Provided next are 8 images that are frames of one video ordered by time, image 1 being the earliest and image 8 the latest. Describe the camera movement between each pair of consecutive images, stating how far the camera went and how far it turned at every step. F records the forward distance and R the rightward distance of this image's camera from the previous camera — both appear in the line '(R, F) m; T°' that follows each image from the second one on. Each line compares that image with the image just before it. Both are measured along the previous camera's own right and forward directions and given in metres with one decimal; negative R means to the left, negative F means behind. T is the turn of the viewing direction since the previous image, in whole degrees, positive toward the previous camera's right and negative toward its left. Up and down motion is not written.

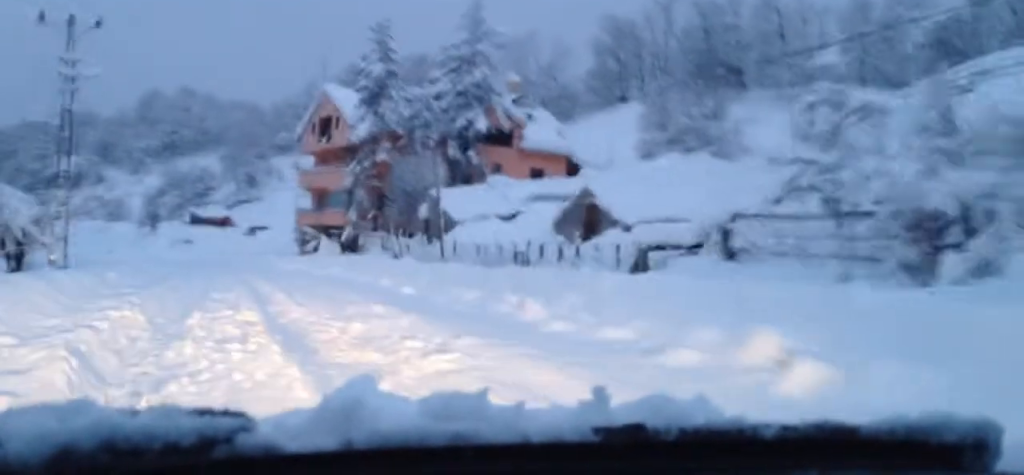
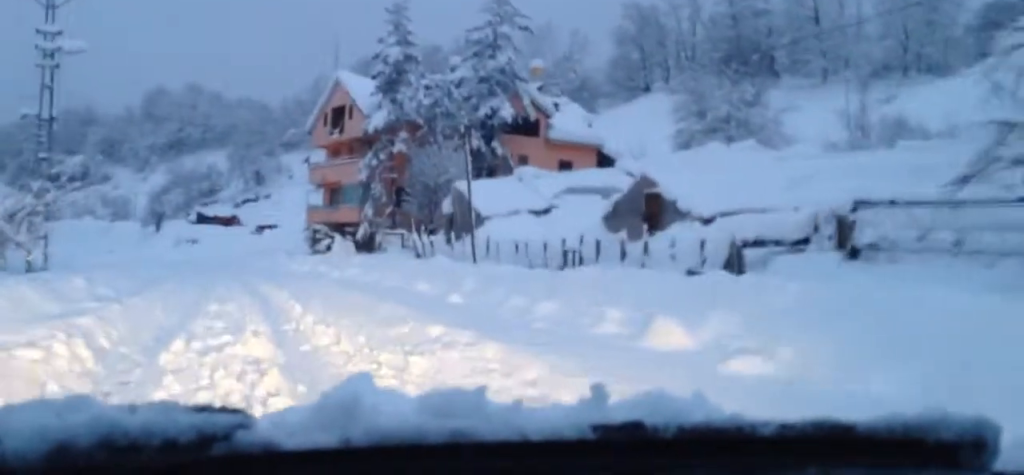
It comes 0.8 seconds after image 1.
(0.0, +5.3) m; +1°
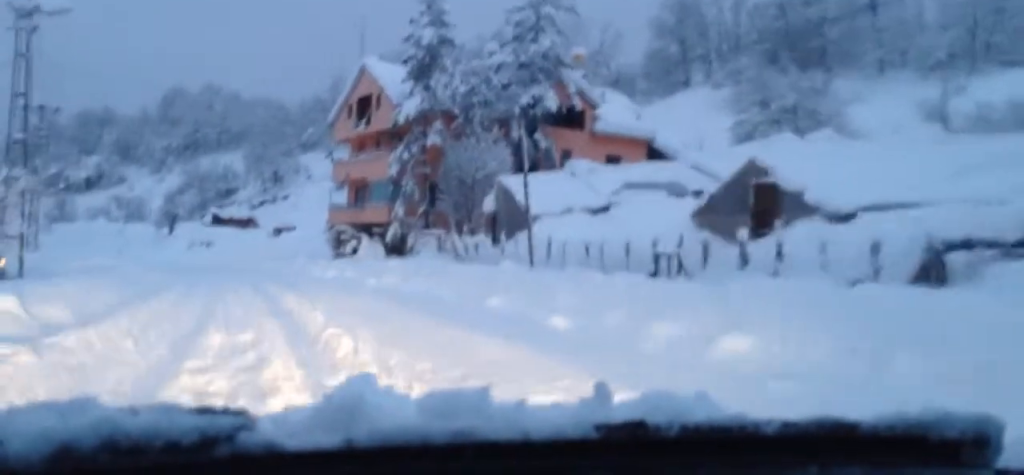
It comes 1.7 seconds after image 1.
(+0.1, +6.4) m; +2°
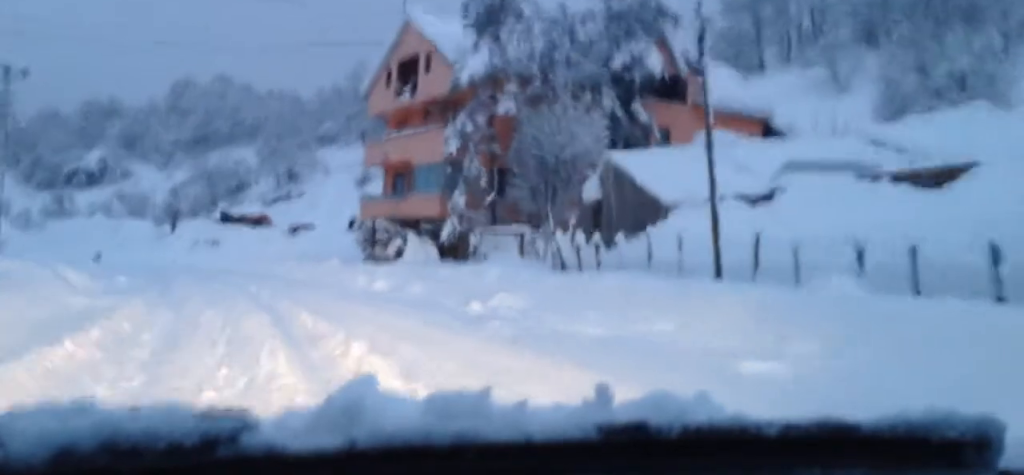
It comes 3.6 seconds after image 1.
(+0.2, +13.9) m; 0°
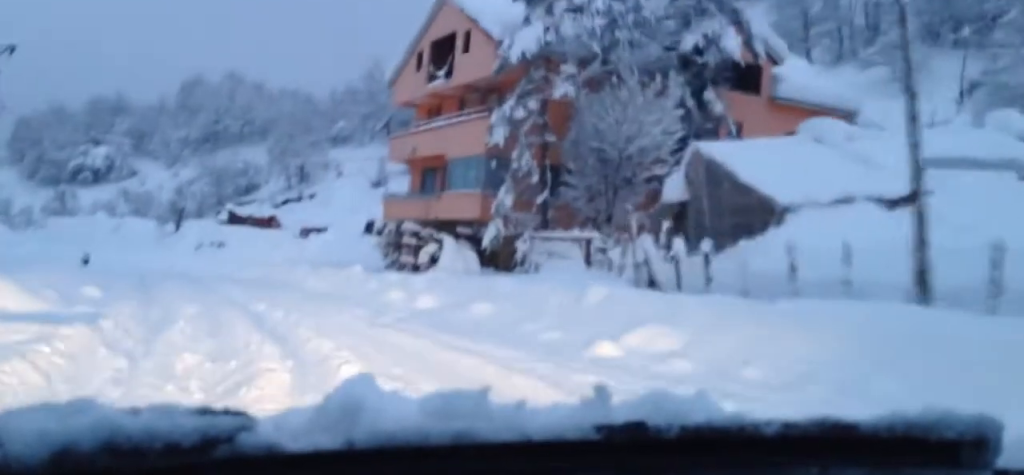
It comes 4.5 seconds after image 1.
(0.0, +6.4) m; -1°
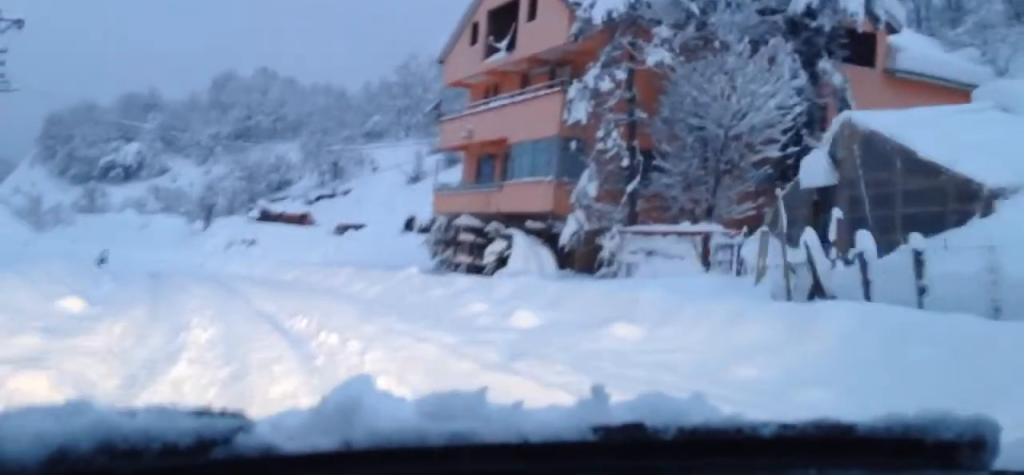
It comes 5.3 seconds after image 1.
(-0.1, +5.9) m; -1°
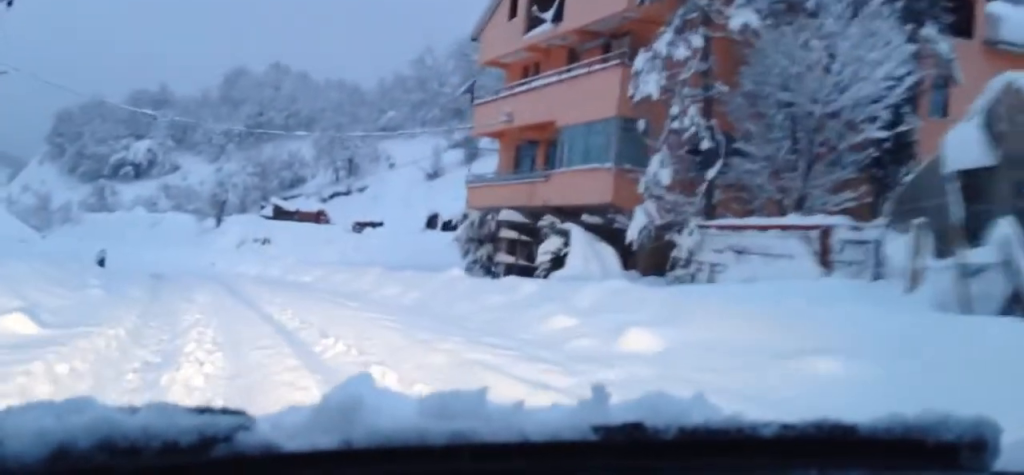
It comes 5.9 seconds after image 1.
(0.0, +4.4) m; -1°
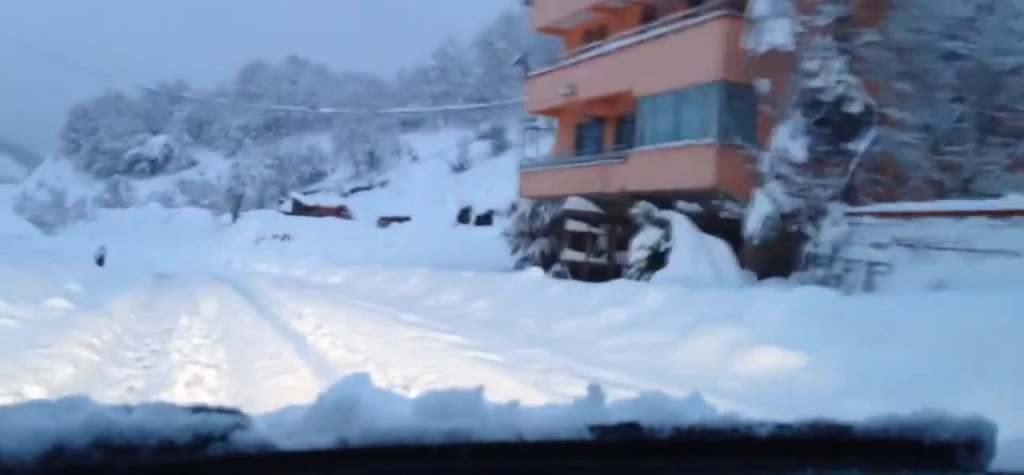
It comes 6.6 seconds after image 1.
(0.0, +5.4) m; -2°
